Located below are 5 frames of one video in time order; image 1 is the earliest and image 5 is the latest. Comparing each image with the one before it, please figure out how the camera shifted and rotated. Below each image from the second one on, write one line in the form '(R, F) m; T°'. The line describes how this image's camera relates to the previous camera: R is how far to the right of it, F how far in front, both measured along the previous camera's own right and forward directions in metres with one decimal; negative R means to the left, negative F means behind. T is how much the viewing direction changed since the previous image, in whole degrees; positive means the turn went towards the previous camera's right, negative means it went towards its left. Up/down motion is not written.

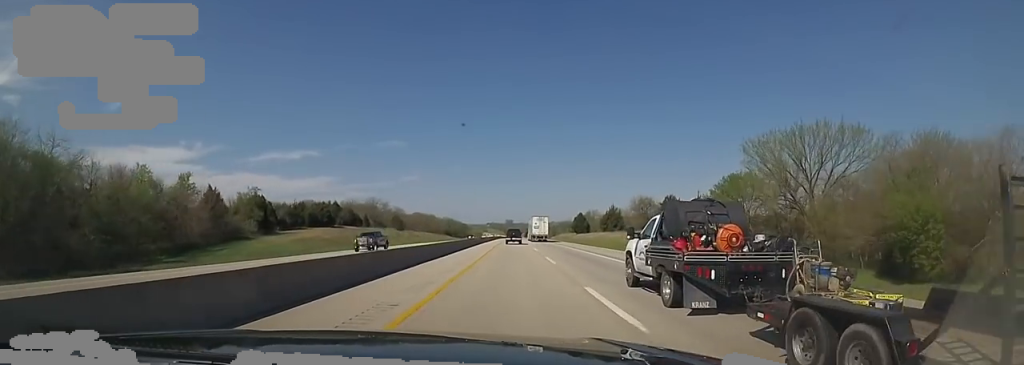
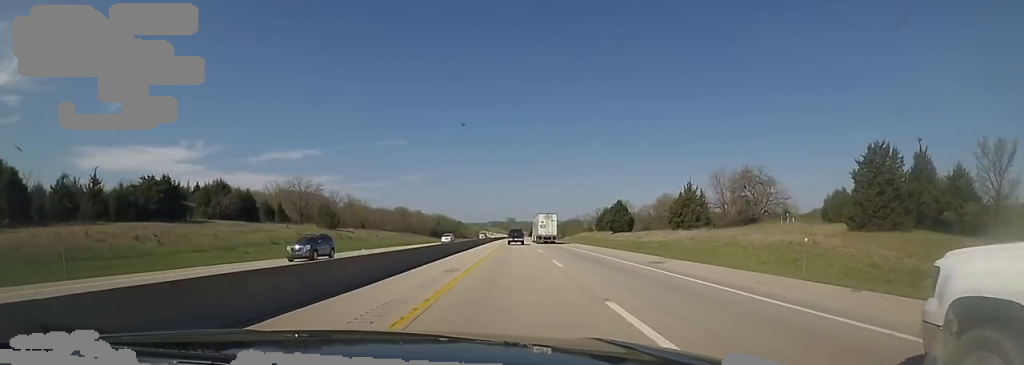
(+0.8, +61.8) m; -1°
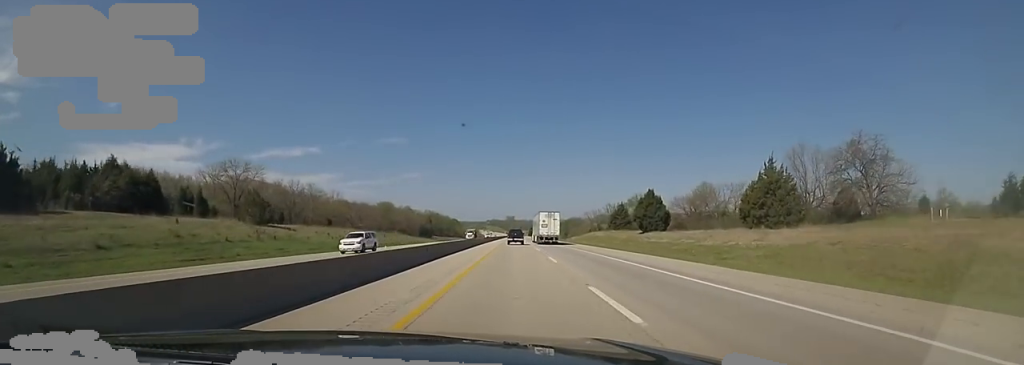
(-0.6, +27.4) m; -1°
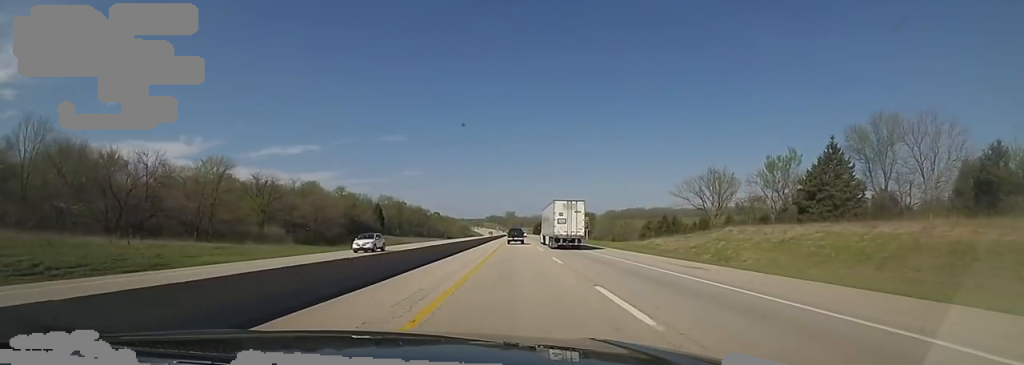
(+0.8, +106.2) m; +1°
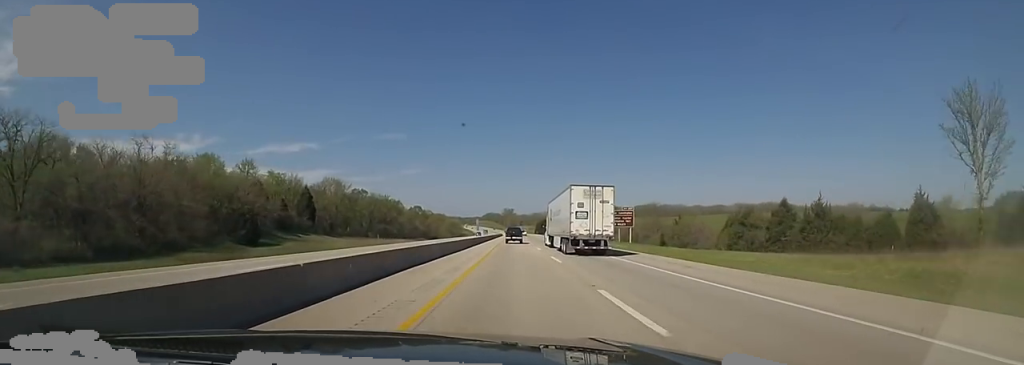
(+1.5, +60.4) m; +2°
